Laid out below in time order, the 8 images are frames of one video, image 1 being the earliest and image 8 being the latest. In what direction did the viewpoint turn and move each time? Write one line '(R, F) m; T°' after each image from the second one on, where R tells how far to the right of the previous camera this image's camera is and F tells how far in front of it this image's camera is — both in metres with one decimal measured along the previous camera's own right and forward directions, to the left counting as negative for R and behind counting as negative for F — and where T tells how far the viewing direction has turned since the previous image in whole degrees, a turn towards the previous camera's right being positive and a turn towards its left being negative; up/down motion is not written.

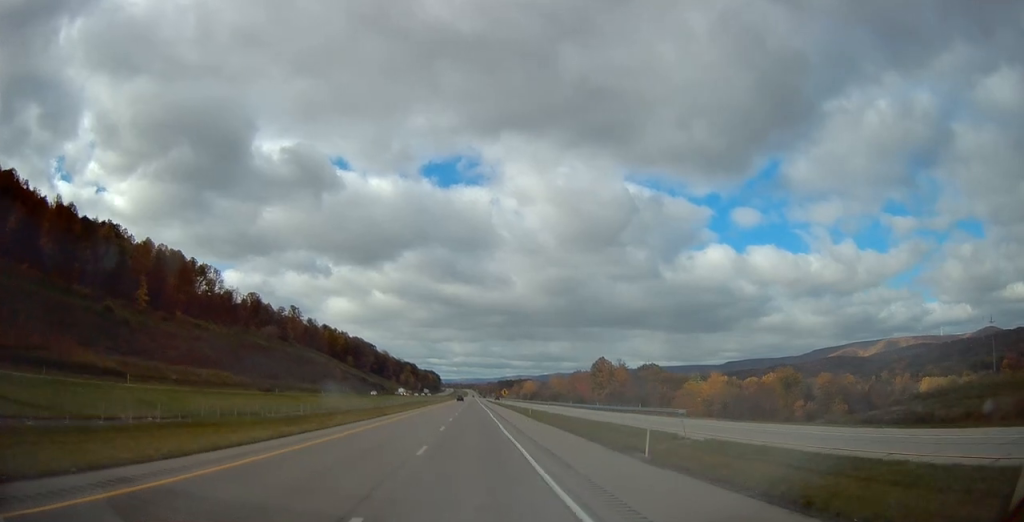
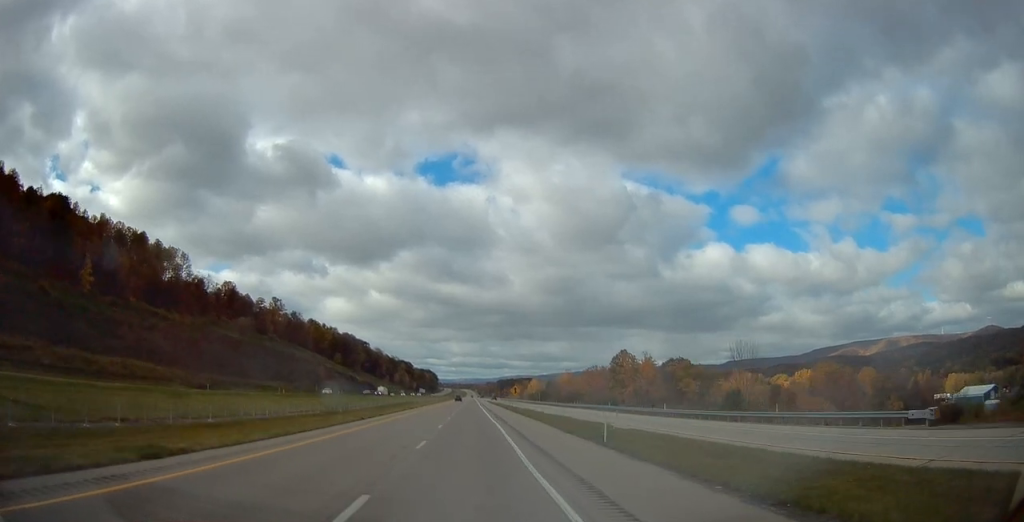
(0.0, +34.6) m; 0°
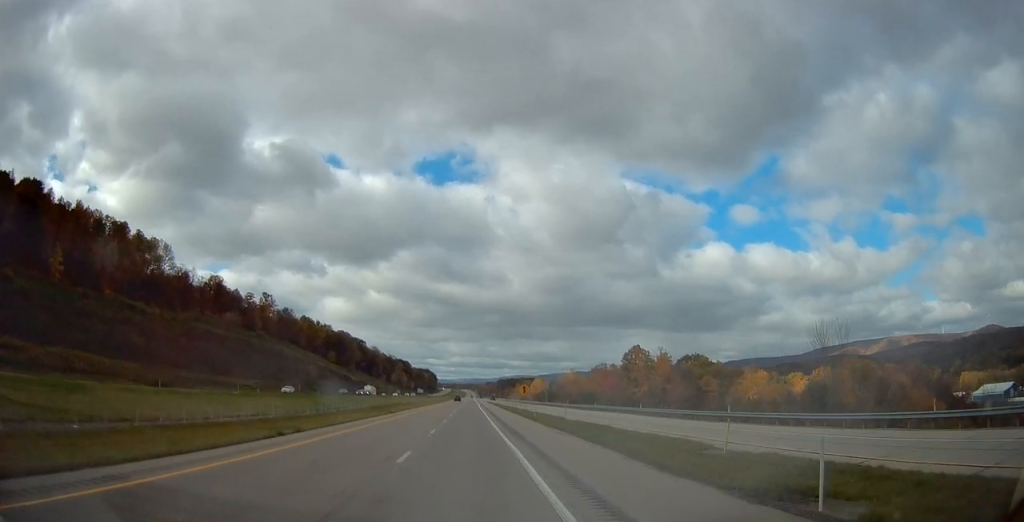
(0.0, +16.1) m; 0°
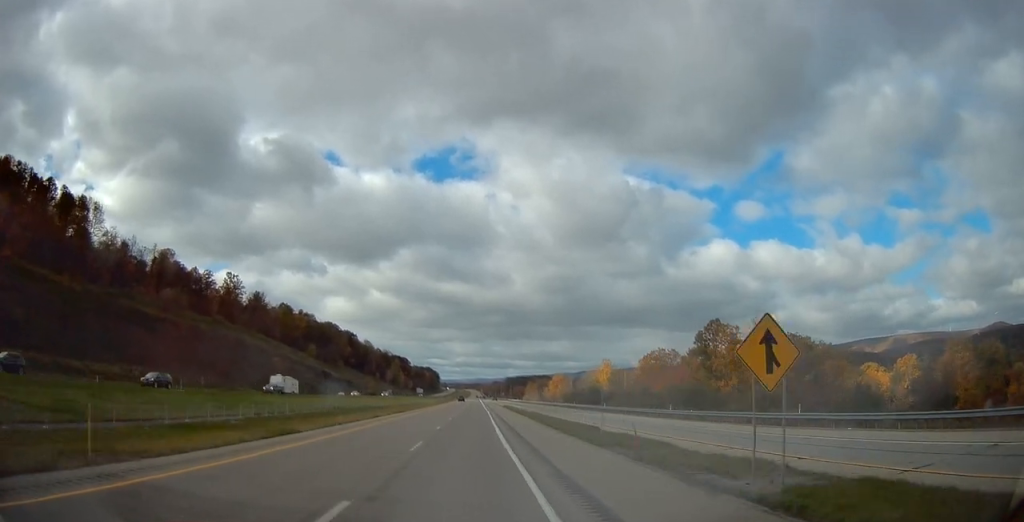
(-0.2, +57.5) m; -1°
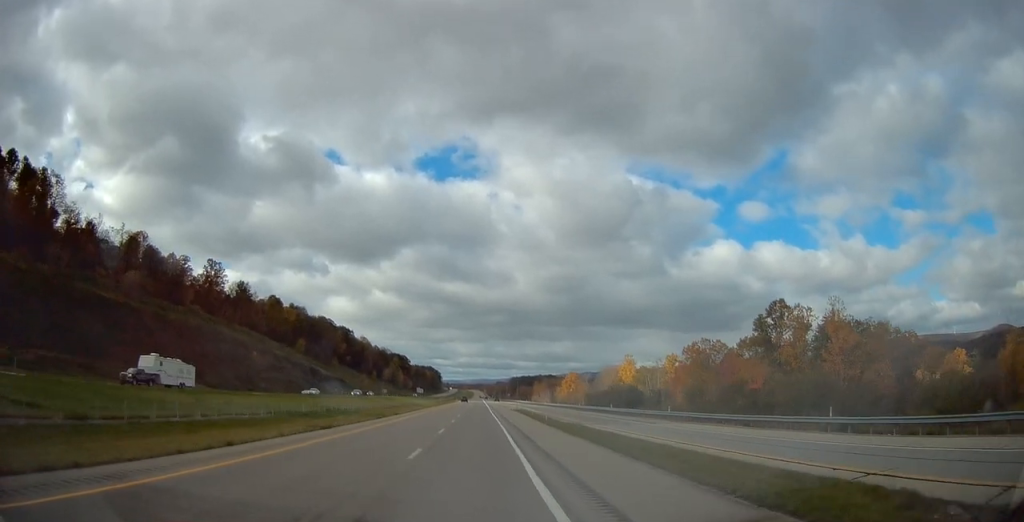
(+0.1, +26.5) m; 0°
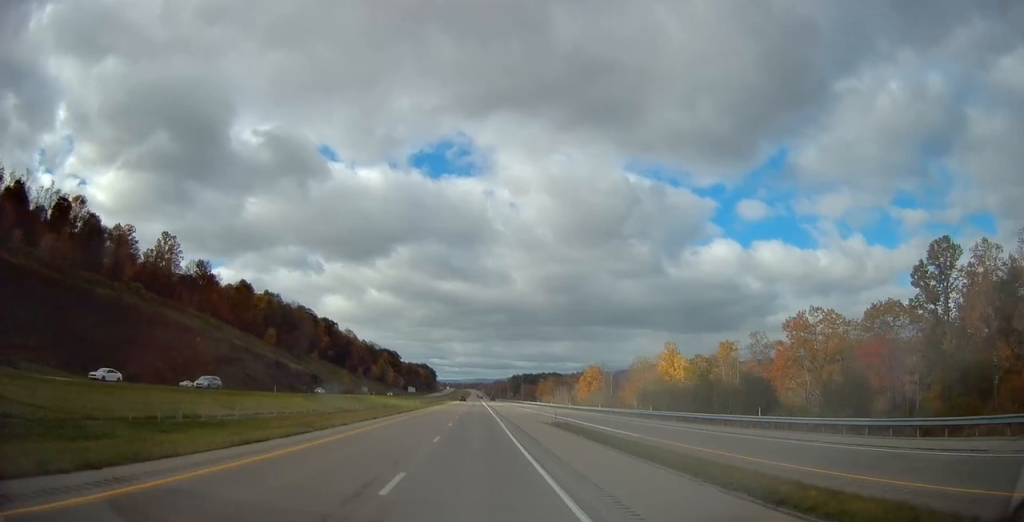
(0.0, +42.5) m; 0°
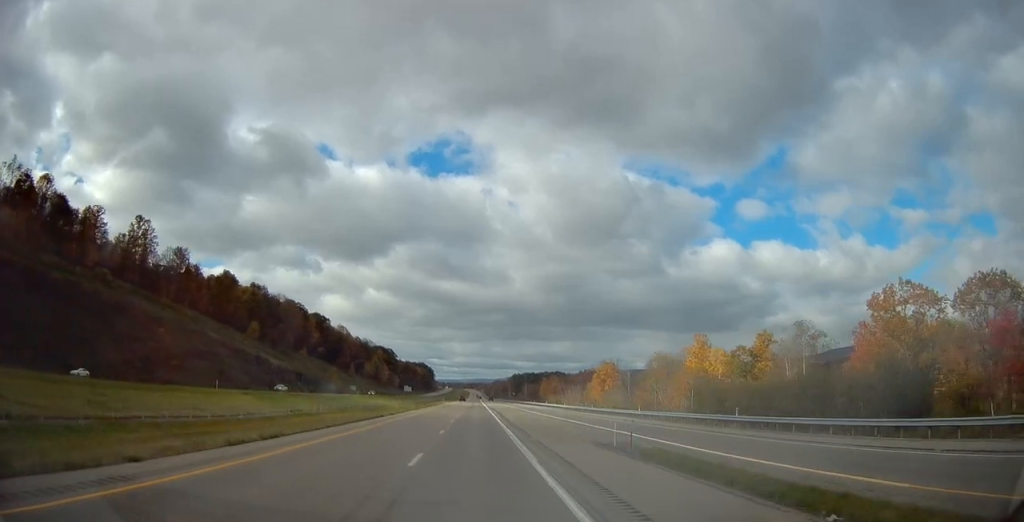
(+0.2, +20.1) m; 0°
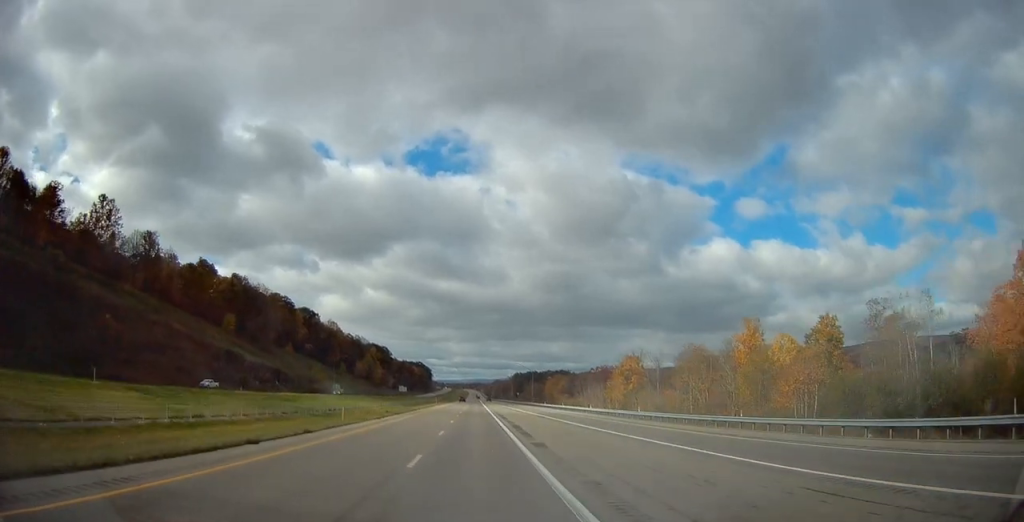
(-0.1, +24.4) m; 0°
